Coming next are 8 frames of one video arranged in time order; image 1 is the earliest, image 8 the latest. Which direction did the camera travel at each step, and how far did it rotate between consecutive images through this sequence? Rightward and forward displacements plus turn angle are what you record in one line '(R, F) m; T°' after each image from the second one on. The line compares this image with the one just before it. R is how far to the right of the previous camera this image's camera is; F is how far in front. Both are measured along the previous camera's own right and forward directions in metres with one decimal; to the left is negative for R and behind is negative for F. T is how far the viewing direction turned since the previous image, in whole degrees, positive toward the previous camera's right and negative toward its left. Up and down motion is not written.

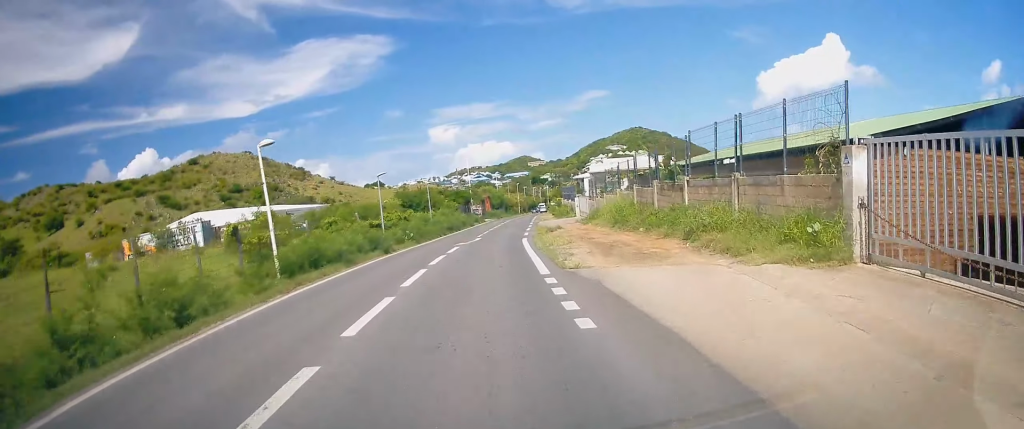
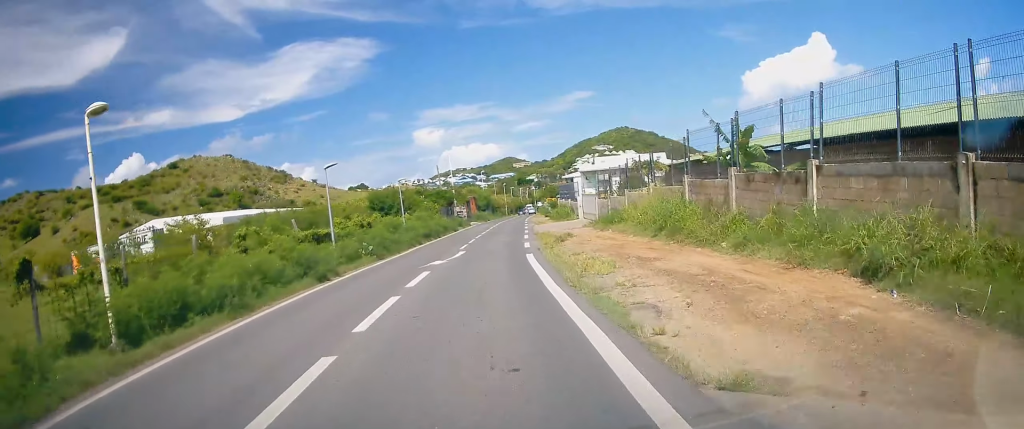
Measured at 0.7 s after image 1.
(+0.2, +8.3) m; +2°
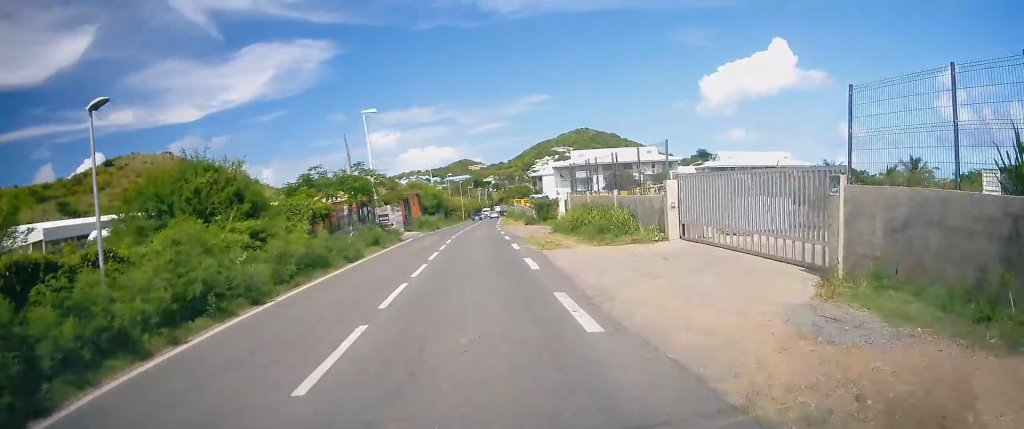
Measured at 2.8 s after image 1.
(+1.1, +27.7) m; +5°
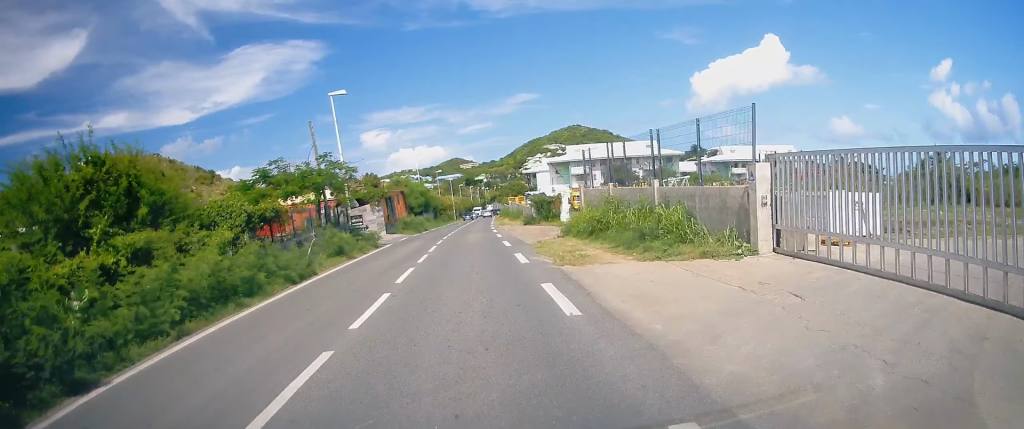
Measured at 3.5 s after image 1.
(+0.3, +8.9) m; +1°
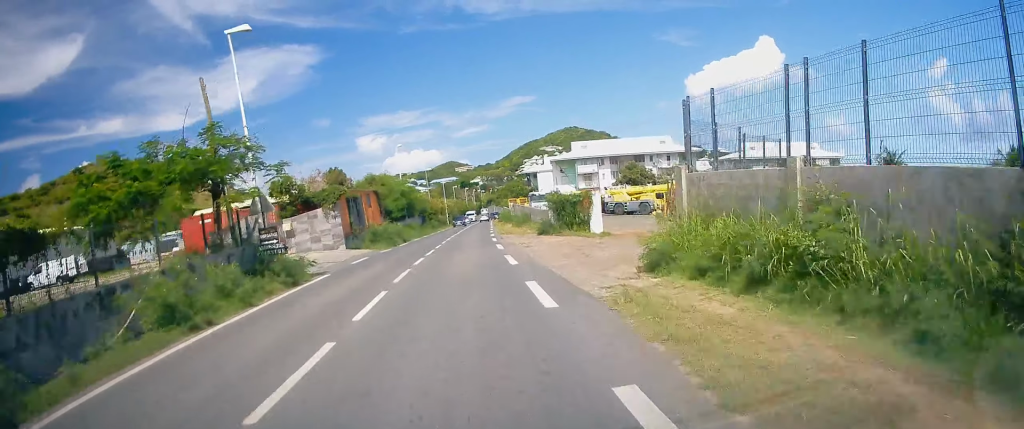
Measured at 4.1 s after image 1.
(0.0, +9.1) m; -1°
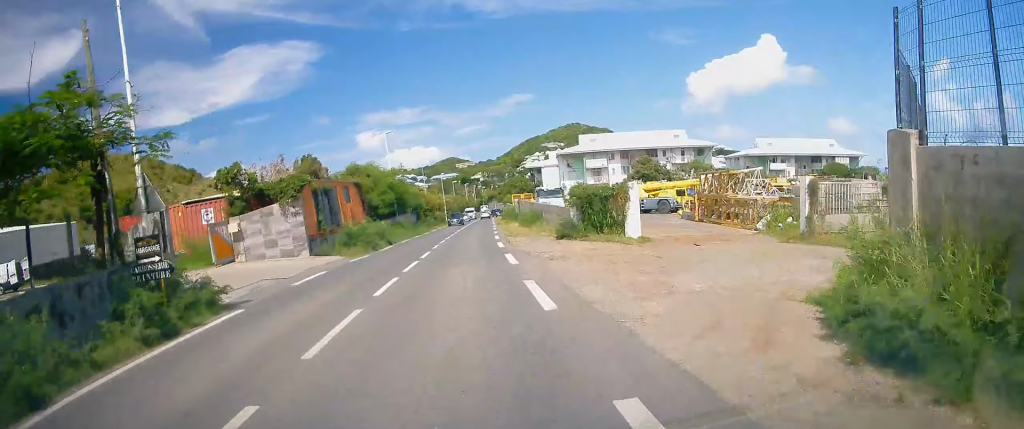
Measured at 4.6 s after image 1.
(-0.1, +6.9) m; 0°
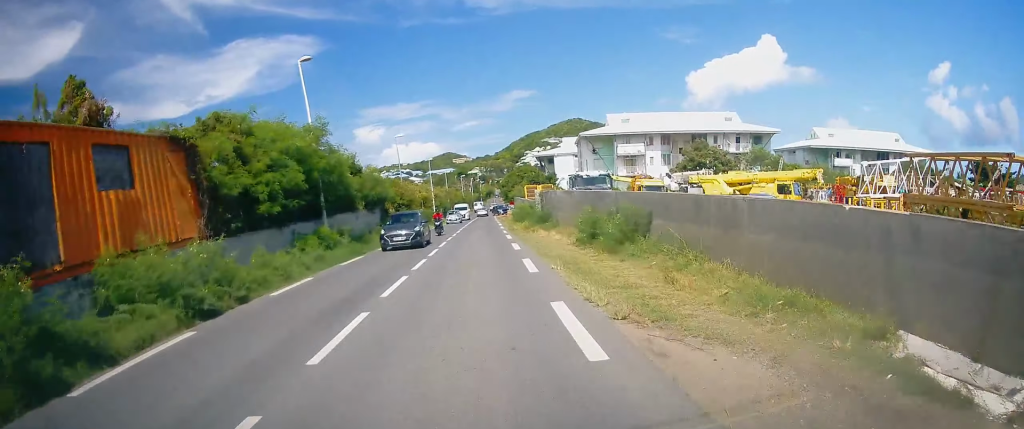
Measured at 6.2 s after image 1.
(+0.1, +22.2) m; +1°
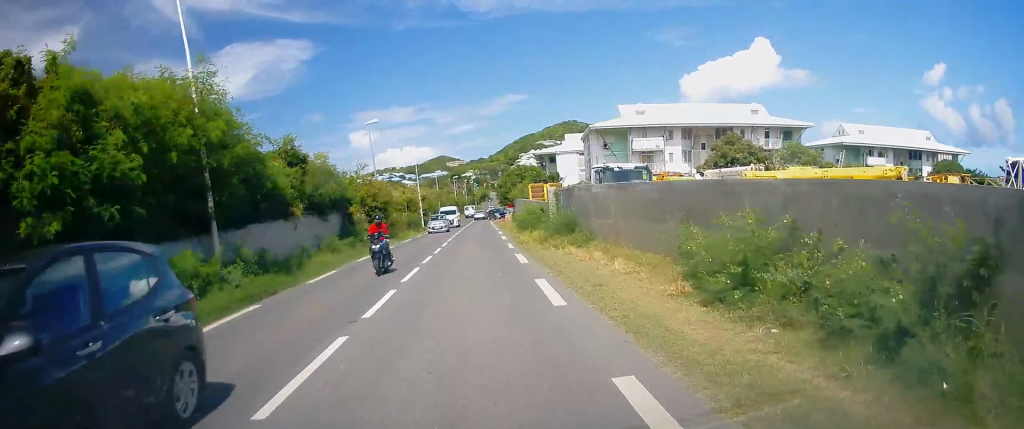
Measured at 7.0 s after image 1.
(-0.2, +10.3) m; 0°
